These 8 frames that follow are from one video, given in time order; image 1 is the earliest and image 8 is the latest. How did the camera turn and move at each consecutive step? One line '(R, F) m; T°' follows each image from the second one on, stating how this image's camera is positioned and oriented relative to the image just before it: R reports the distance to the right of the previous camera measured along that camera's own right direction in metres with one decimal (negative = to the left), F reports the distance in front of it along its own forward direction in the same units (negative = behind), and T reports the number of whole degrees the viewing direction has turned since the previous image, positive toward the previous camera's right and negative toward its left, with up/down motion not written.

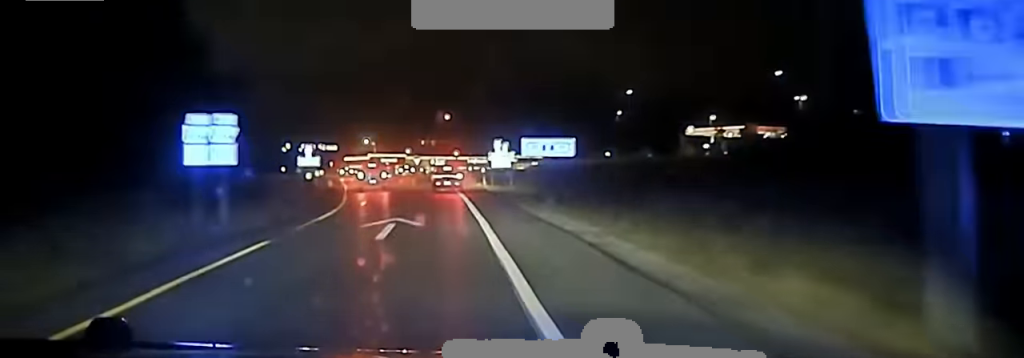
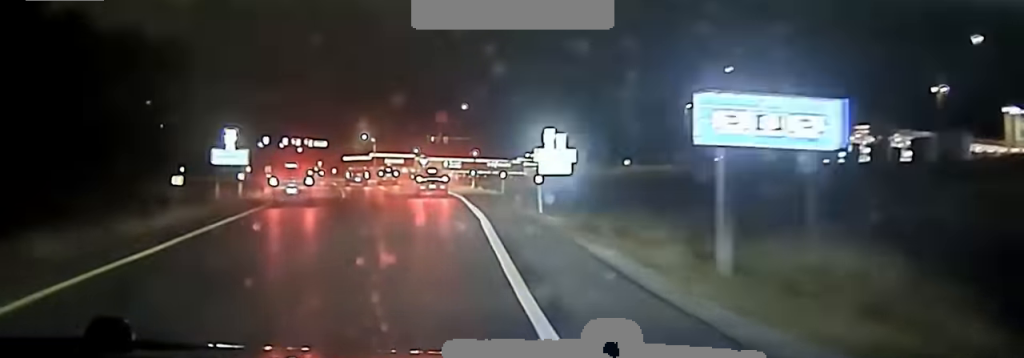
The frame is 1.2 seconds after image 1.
(-0.4, +36.9) m; -2°
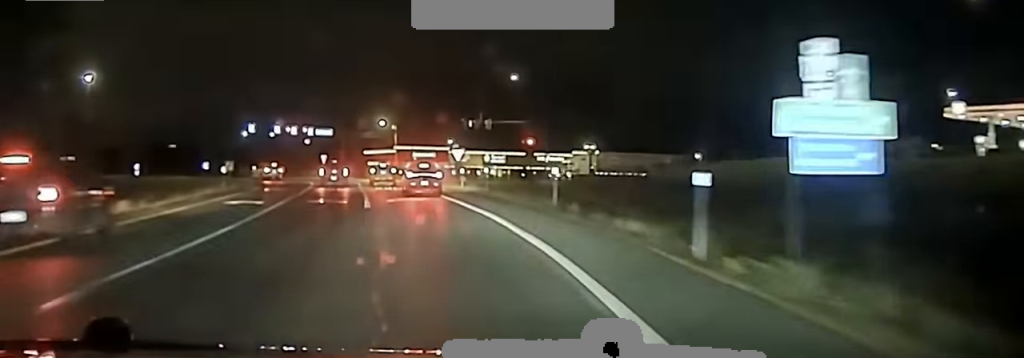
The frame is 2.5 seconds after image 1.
(-1.0, +41.3) m; -2°
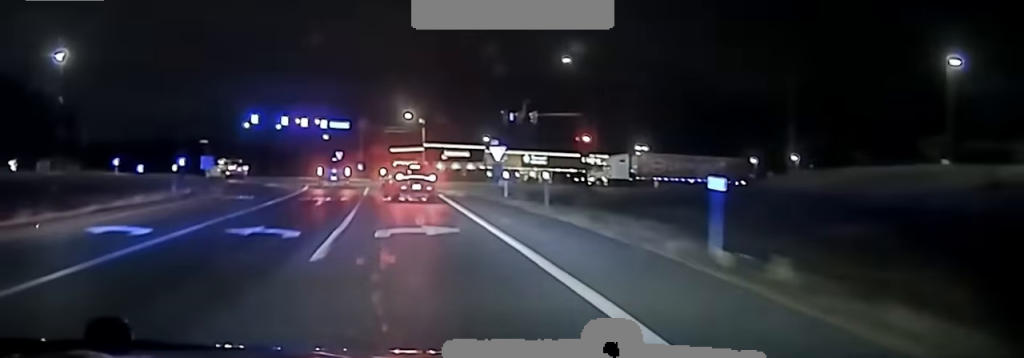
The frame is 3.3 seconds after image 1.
(-0.1, +20.3) m; -2°
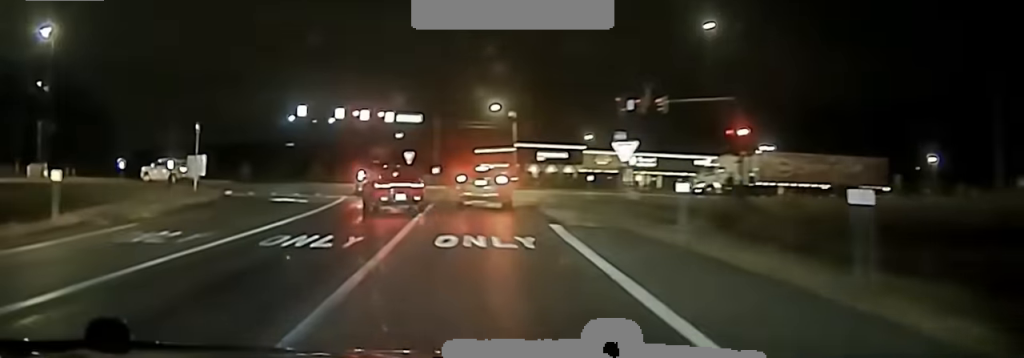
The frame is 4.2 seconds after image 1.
(-0.8, +26.1) m; -4°
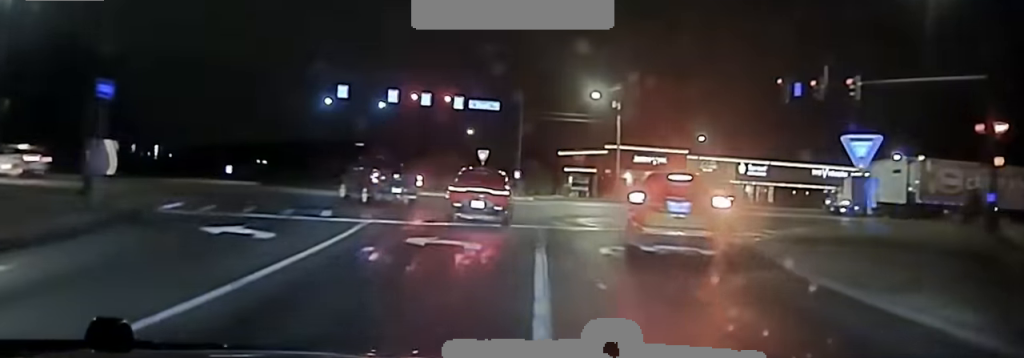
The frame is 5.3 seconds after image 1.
(-1.3, +26.6) m; -4°
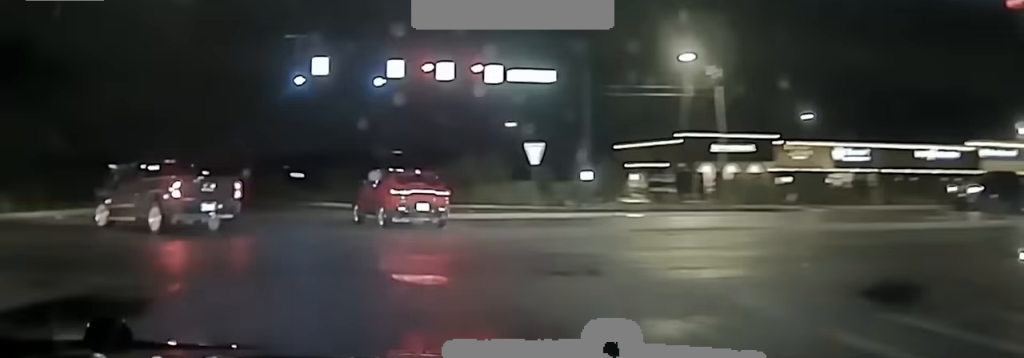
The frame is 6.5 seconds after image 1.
(-0.4, +22.6) m; -4°
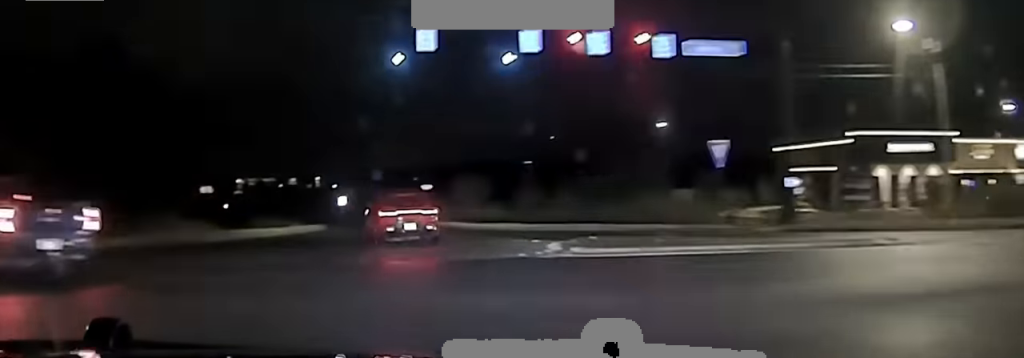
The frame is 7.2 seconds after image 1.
(-0.5, +11.8) m; -4°
